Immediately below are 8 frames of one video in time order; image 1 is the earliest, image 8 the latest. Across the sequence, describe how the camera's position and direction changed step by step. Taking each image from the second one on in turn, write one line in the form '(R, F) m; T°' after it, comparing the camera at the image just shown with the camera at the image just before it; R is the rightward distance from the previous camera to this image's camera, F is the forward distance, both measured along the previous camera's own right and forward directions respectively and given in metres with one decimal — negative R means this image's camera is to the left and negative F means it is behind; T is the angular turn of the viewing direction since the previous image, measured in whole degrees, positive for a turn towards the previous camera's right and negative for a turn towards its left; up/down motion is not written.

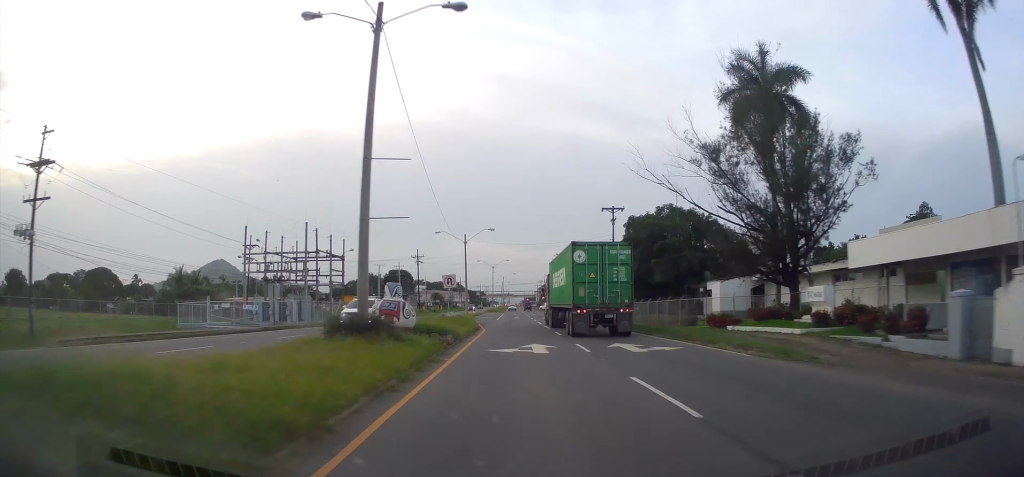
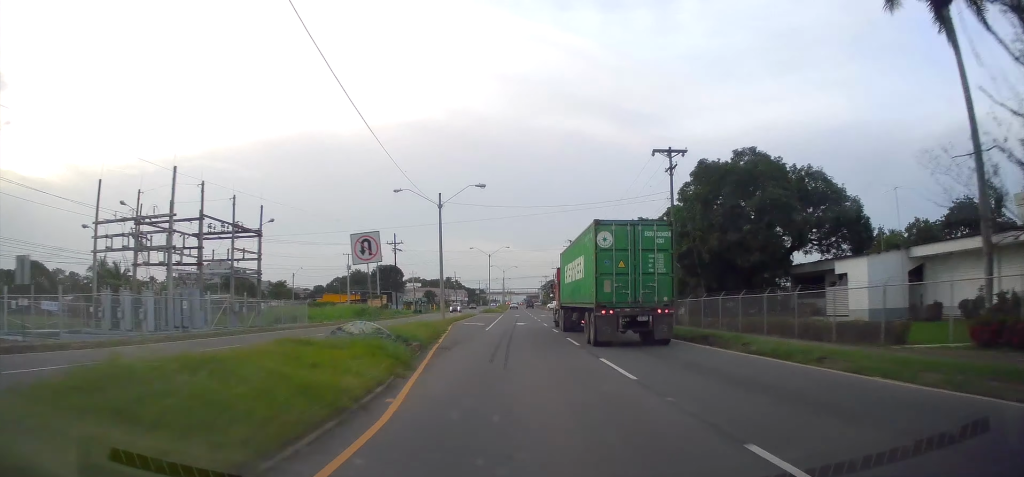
(-0.1, +23.5) m; 0°
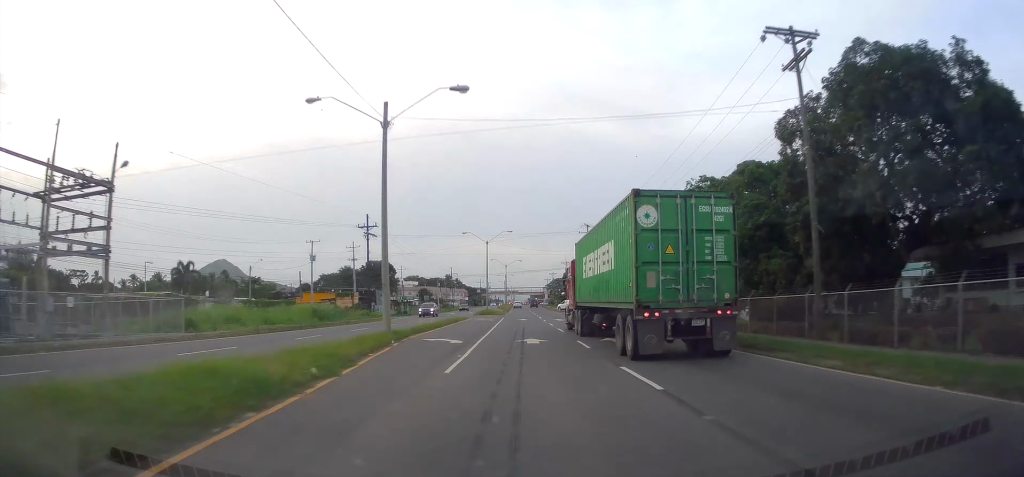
(0.0, +19.7) m; 0°
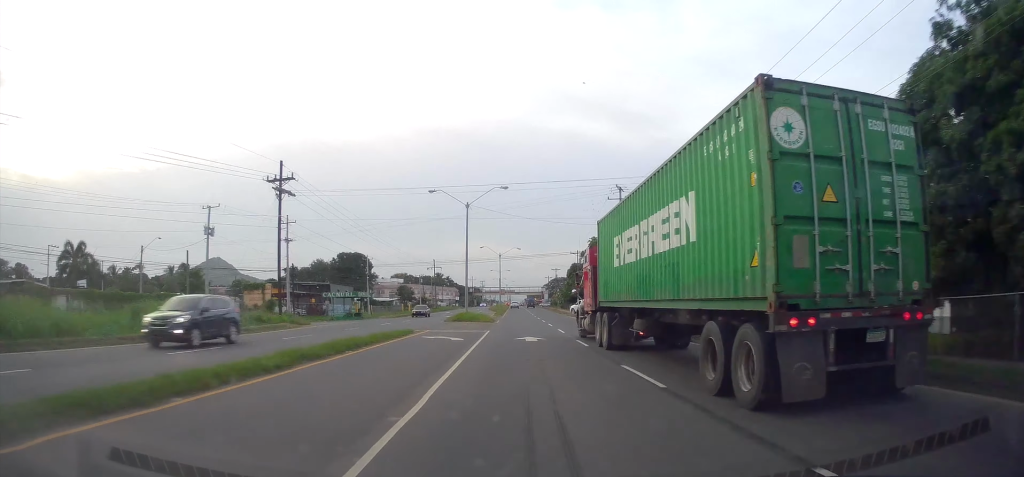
(0.0, +27.0) m; 0°
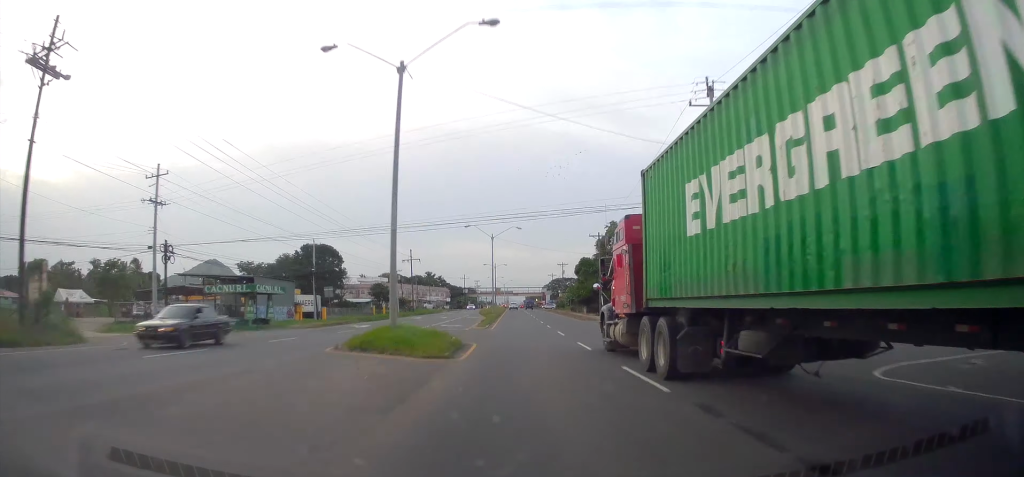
(+0.1, +27.0) m; 0°
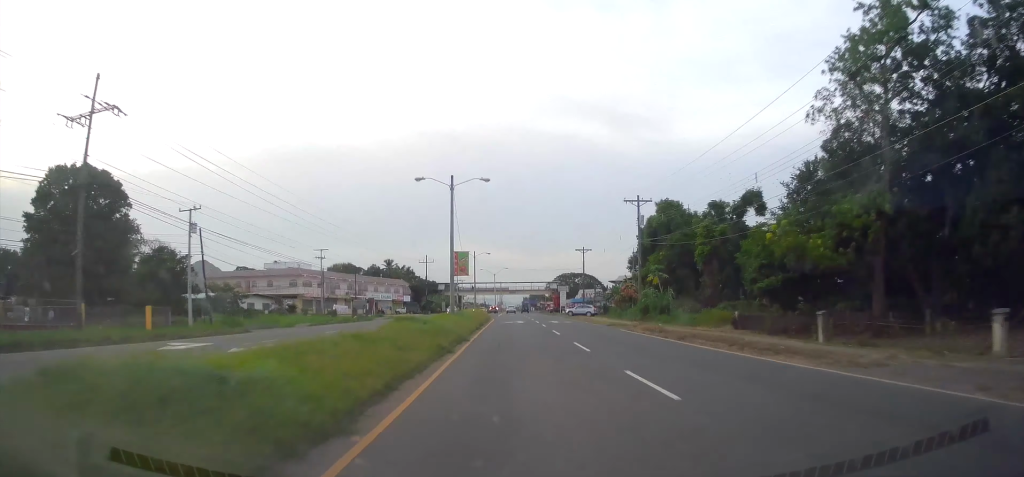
(-0.4, +79.4) m; 0°
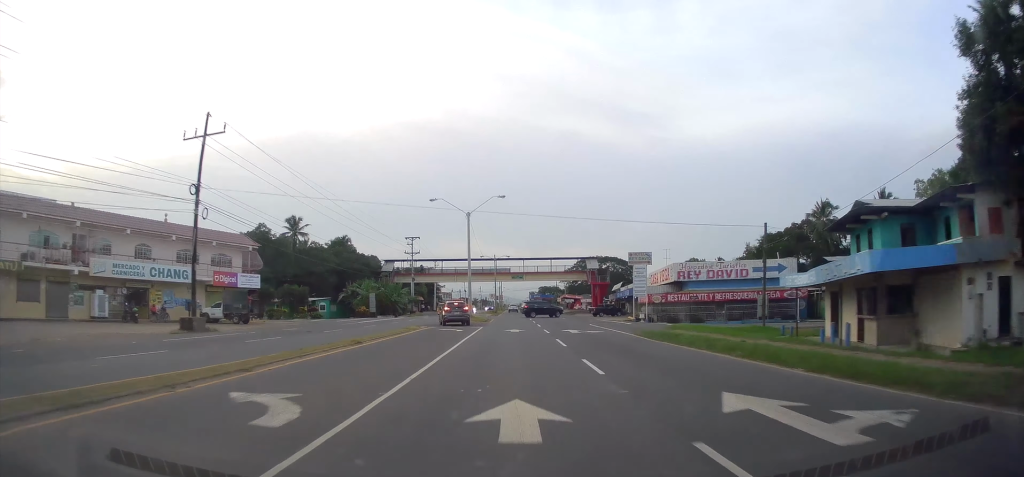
(+1.2, +86.2) m; 0°
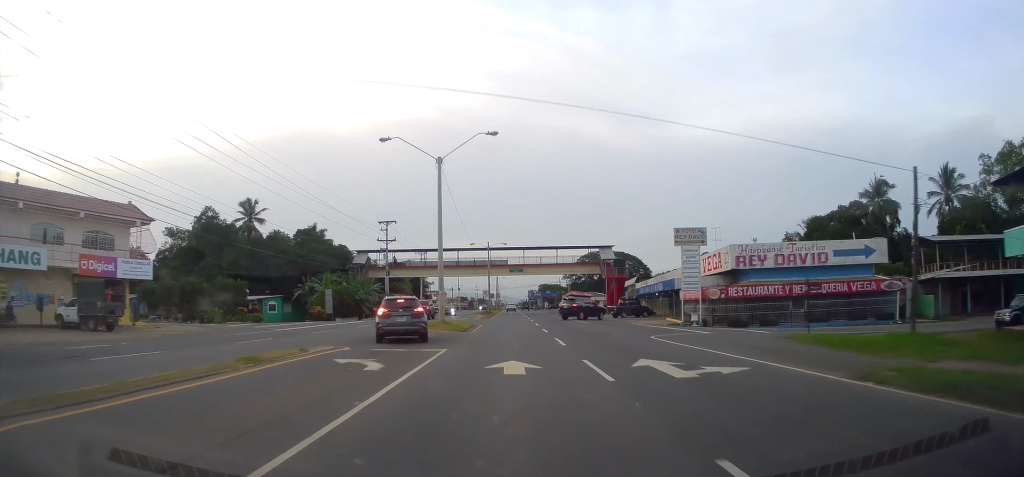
(0.0, +18.9) m; 0°
